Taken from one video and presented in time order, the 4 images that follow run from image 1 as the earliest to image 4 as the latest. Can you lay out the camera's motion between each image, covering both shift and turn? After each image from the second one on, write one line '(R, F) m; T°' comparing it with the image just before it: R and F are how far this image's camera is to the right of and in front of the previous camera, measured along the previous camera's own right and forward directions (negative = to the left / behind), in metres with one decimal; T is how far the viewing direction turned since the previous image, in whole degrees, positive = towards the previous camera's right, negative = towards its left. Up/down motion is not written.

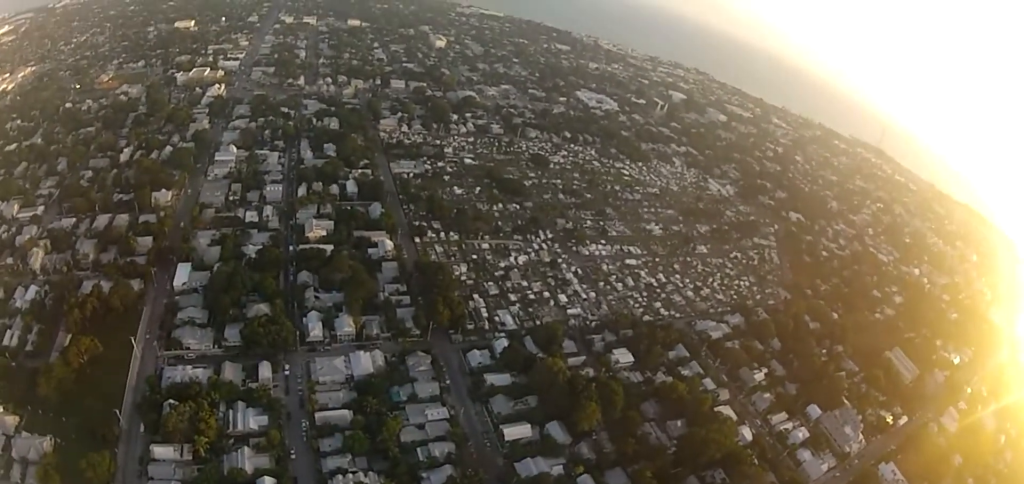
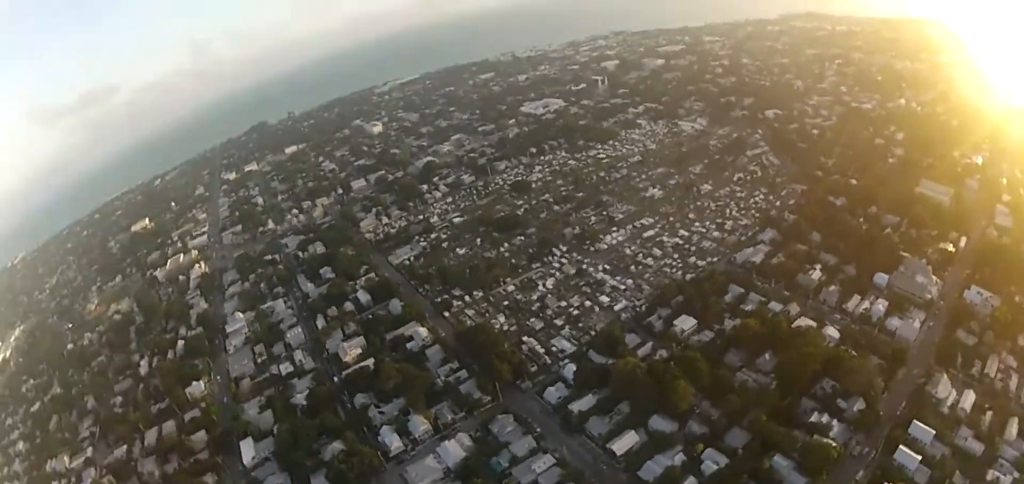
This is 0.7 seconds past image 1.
(+0.6, +7.8) m; +12°
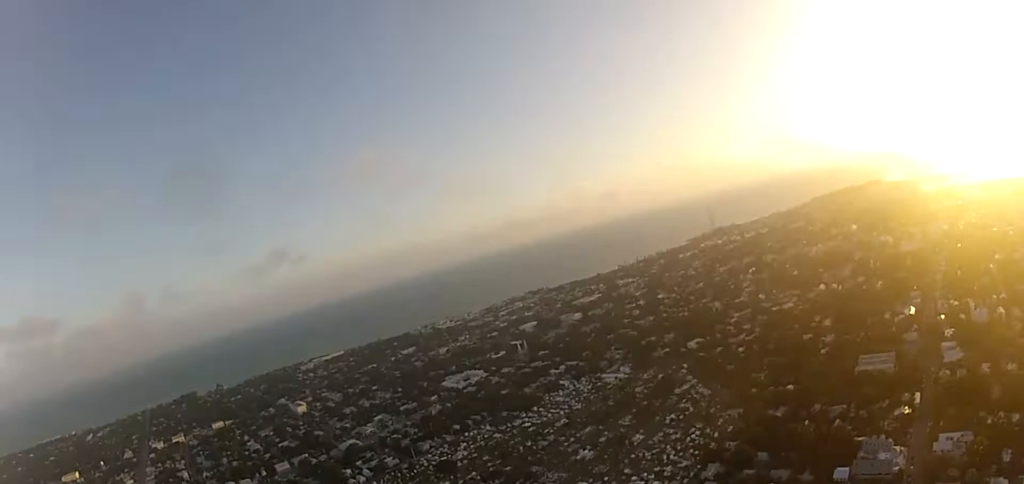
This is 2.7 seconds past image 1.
(+5.2, +24.2) m; +18°
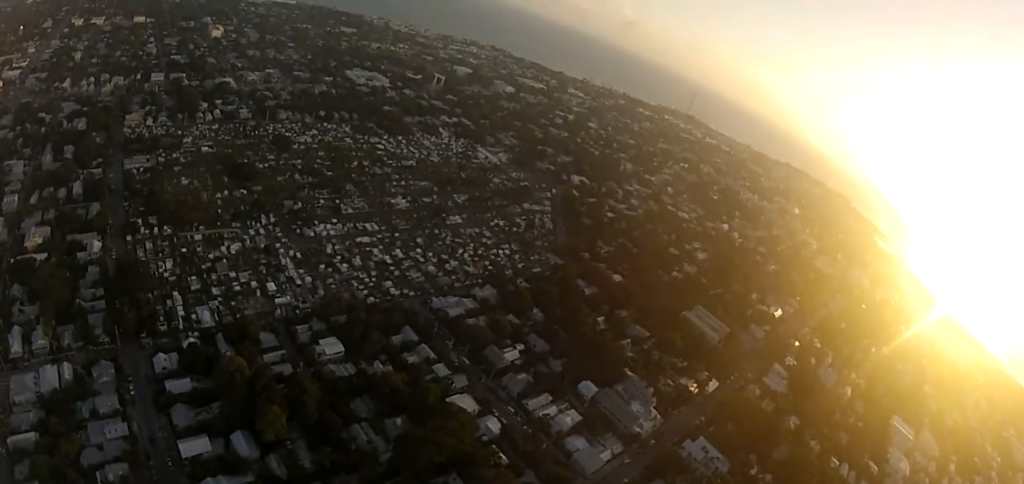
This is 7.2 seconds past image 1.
(-10.7, +32.5) m; -14°
